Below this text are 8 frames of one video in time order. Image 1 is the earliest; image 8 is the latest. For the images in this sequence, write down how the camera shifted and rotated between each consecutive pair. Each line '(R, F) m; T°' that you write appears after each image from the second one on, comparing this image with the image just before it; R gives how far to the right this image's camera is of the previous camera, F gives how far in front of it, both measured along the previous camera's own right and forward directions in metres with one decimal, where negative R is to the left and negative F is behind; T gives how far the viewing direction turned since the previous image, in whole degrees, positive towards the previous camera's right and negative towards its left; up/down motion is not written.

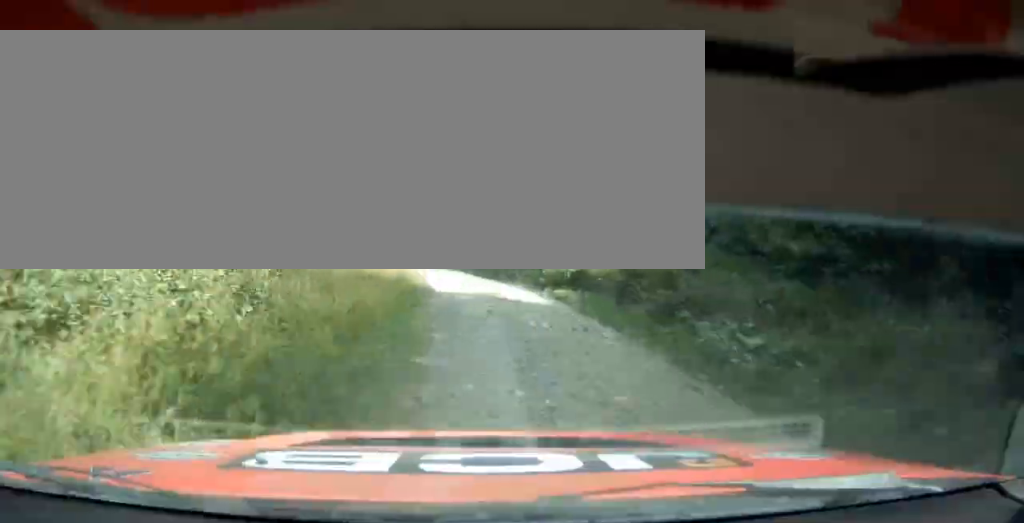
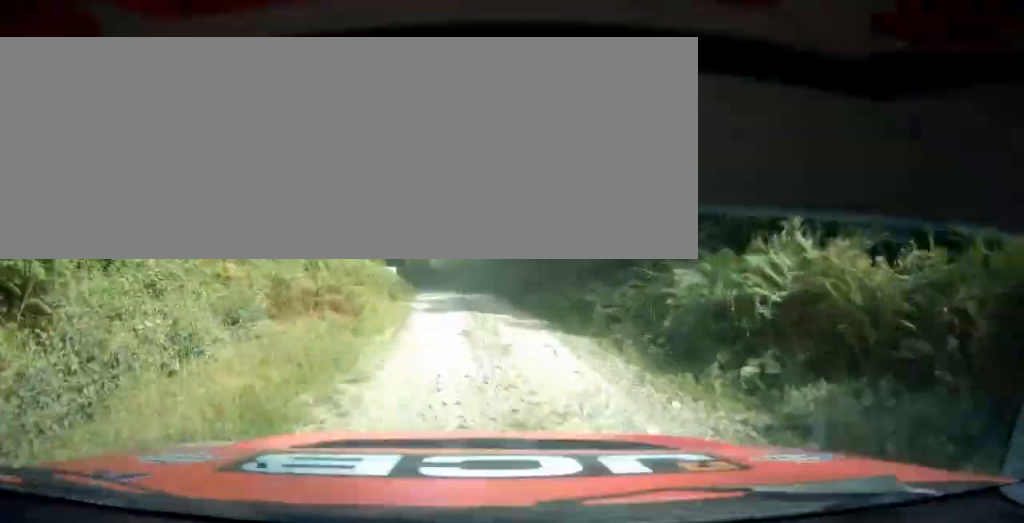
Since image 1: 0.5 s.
(-0.4, +14.0) m; -1°
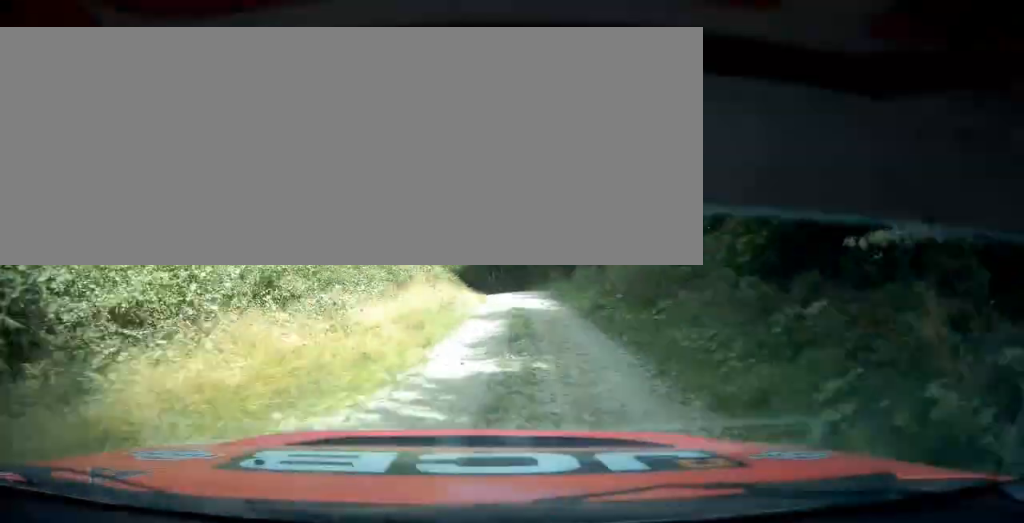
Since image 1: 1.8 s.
(-0.5, +32.8) m; +1°
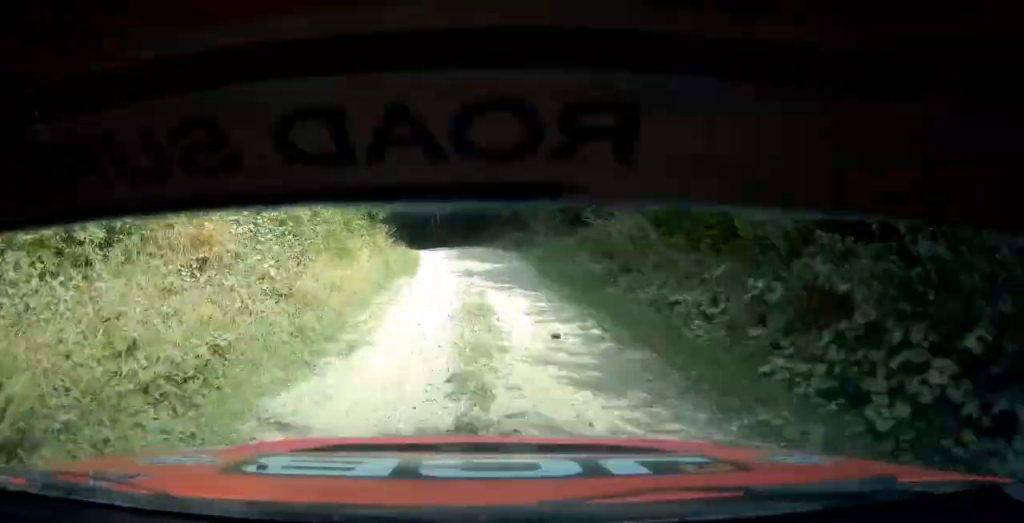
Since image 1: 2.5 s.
(+0.4, +14.0) m; -1°
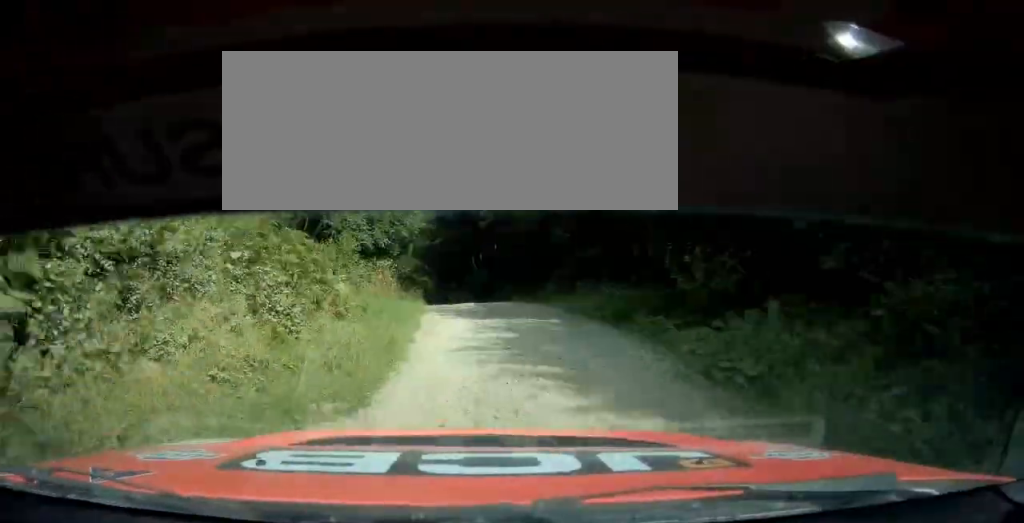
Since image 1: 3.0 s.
(+0.7, +11.3) m; -1°
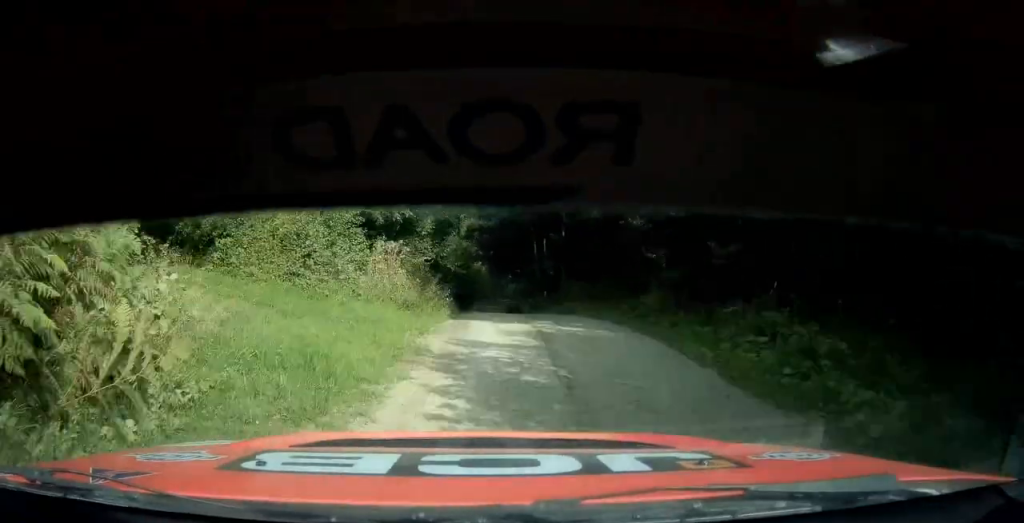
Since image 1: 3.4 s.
(-0.7, +8.0) m; +3°
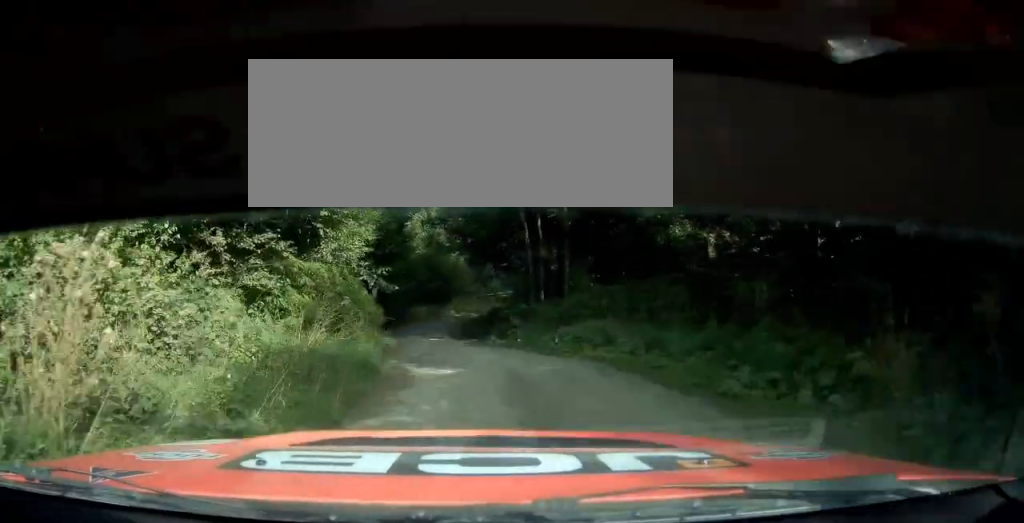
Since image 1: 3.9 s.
(-1.3, +9.2) m; +3°
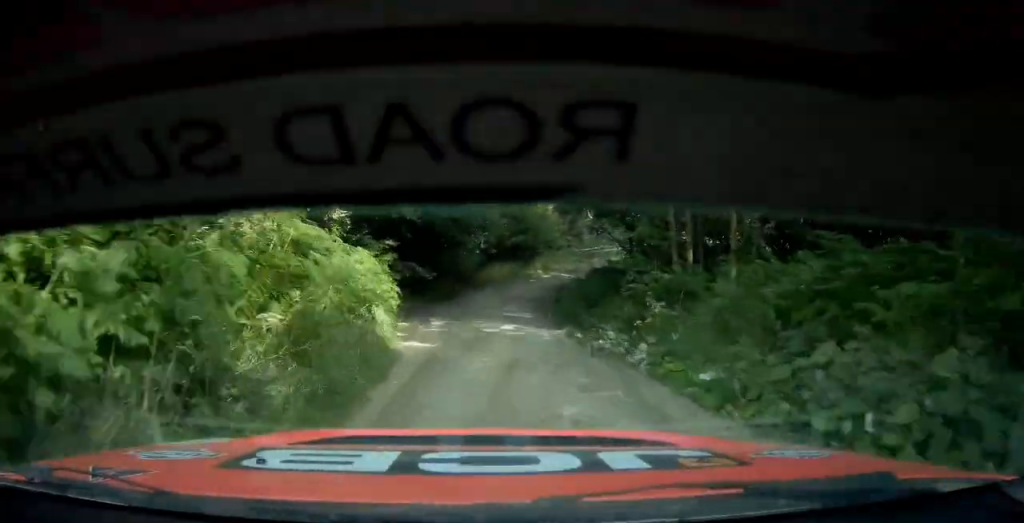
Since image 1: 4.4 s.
(+1.2, +7.6) m; +14°
